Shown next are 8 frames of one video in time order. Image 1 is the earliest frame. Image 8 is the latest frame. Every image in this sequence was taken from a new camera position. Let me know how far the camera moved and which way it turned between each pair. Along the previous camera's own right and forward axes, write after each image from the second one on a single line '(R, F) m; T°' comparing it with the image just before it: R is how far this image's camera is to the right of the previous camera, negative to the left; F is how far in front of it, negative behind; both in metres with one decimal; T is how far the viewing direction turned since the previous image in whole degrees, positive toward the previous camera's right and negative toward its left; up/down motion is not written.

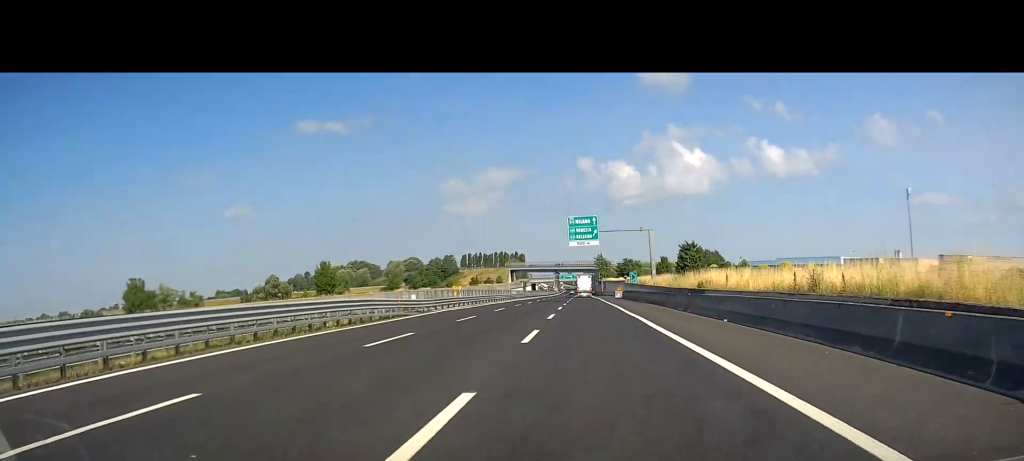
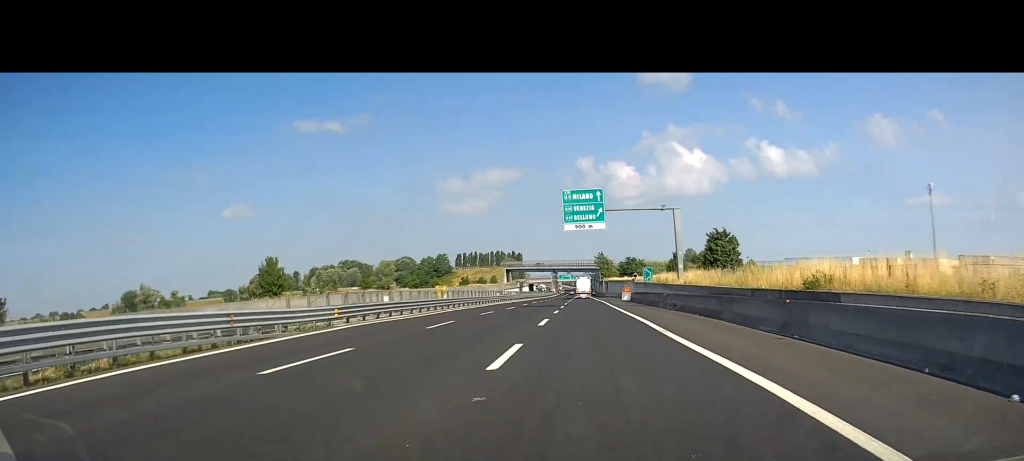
(0.0, +17.7) m; 0°
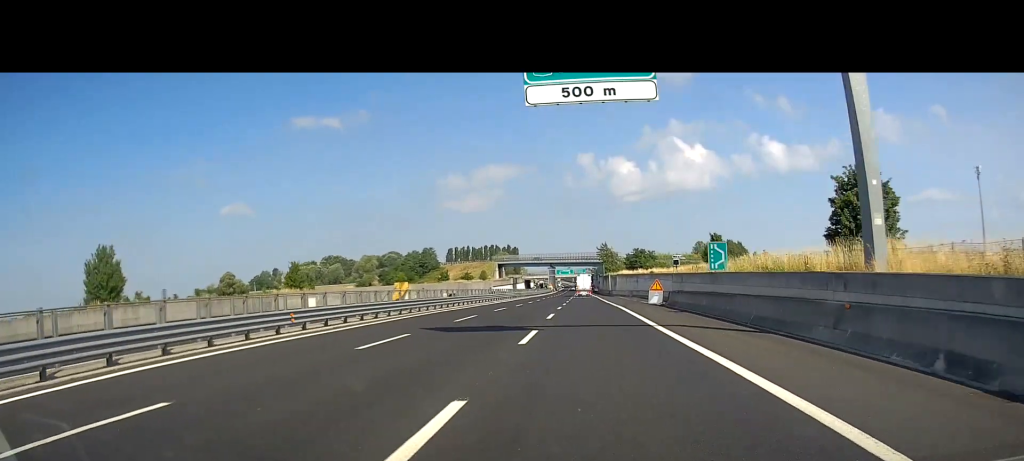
(0.0, +31.8) m; 0°
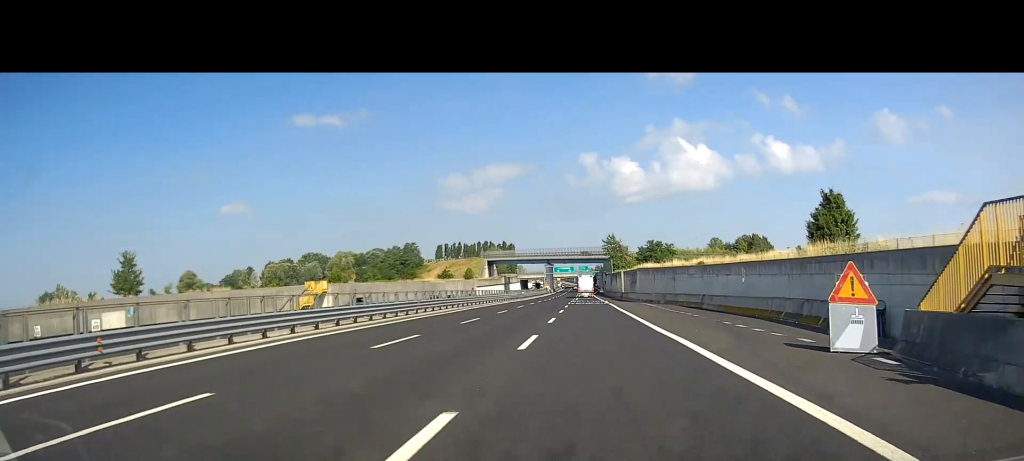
(0.0, +37.1) m; -1°
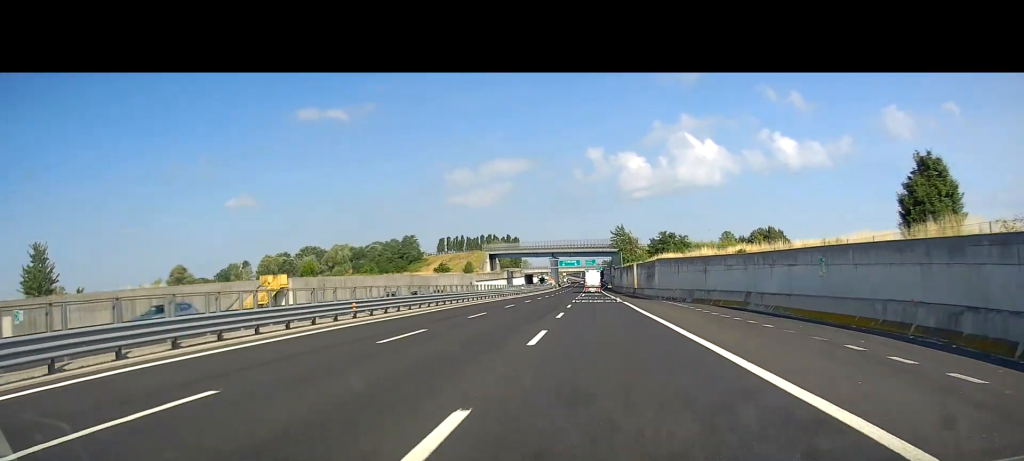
(+0.1, +12.4) m; -1°
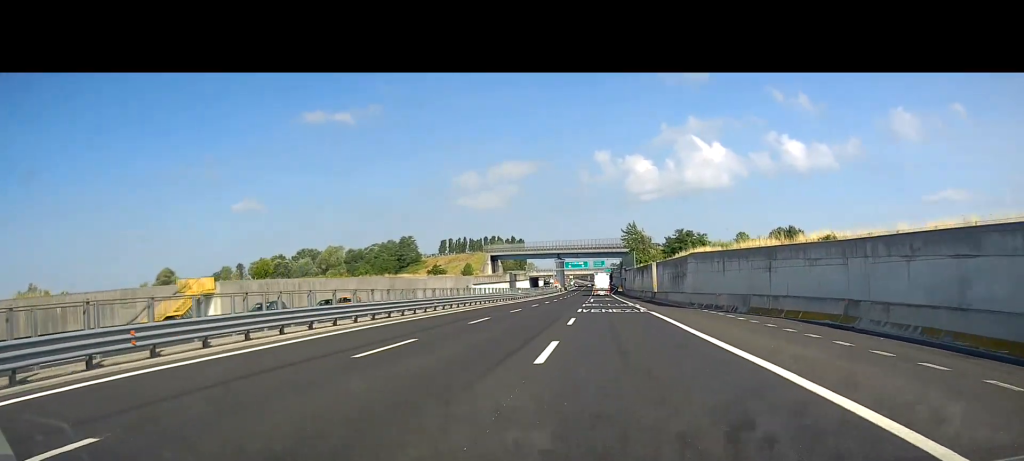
(-0.2, +15.0) m; -1°
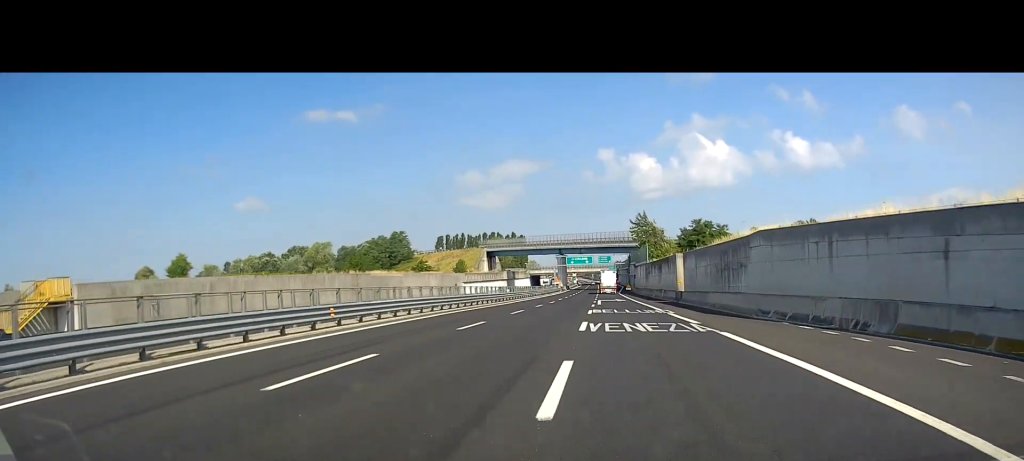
(-0.1, +16.7) m; 0°
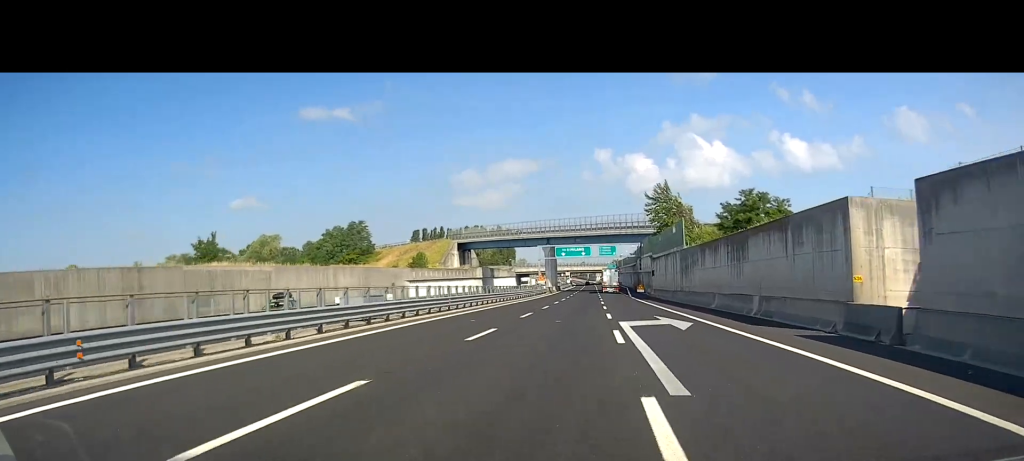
(+0.1, +39.6) m; +1°
